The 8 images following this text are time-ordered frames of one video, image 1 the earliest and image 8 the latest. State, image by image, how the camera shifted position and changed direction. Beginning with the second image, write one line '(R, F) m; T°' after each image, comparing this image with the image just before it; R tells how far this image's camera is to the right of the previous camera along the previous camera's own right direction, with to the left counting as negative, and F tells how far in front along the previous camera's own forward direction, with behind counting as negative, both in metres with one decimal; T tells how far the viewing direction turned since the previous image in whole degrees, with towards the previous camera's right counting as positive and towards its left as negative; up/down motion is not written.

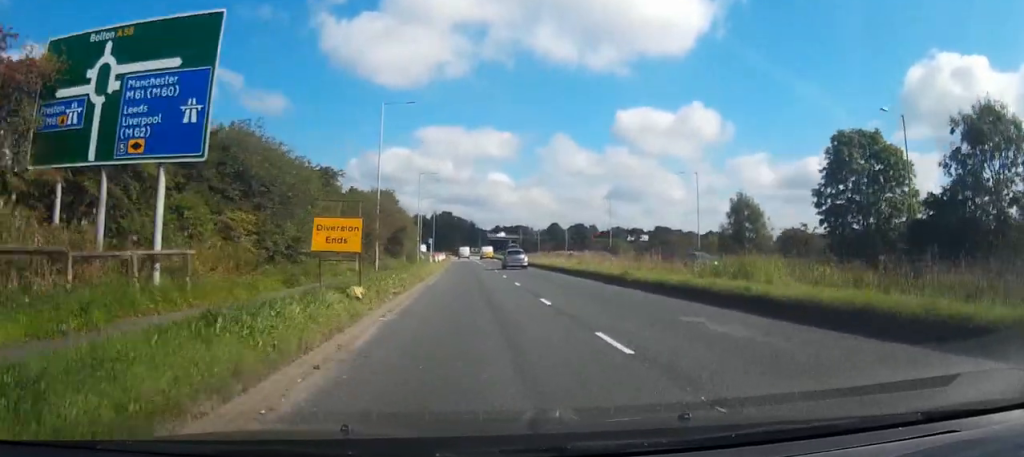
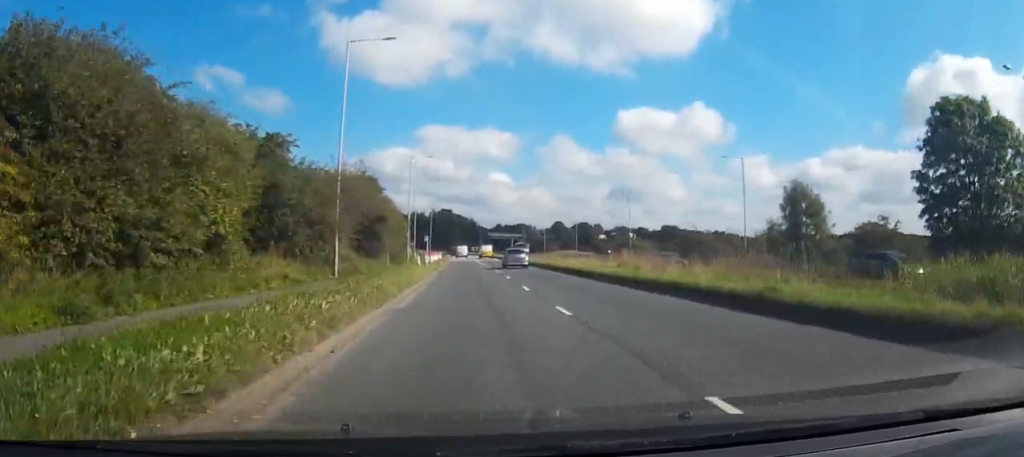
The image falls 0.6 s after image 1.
(-0.5, +11.7) m; 0°
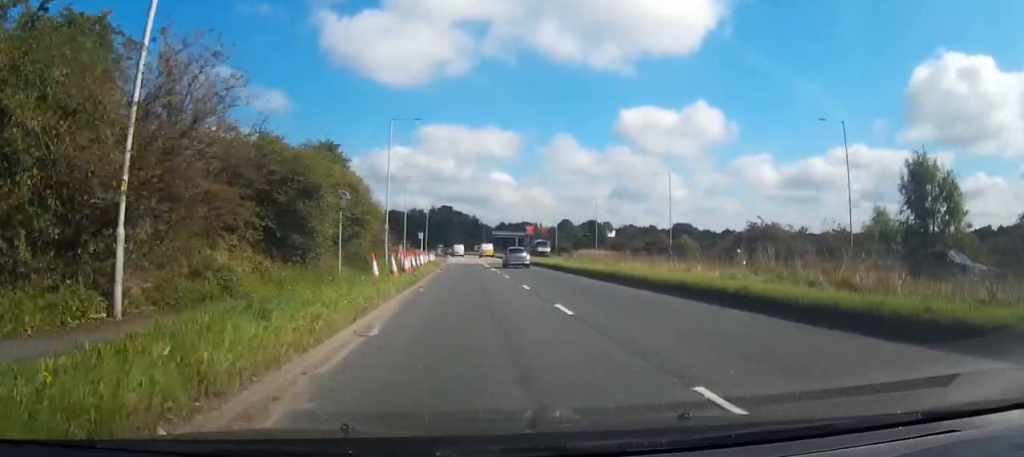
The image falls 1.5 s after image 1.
(+0.1, +16.7) m; 0°
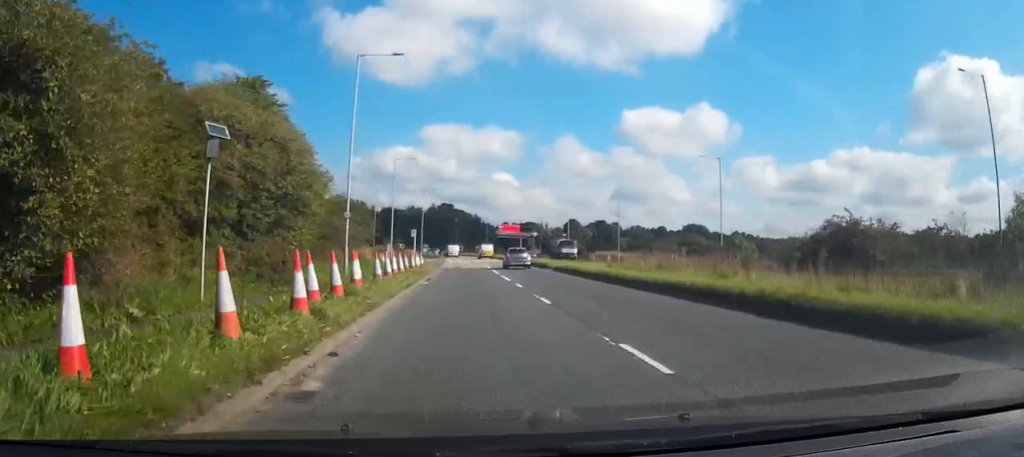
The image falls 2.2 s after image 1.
(+0.2, +14.0) m; 0°
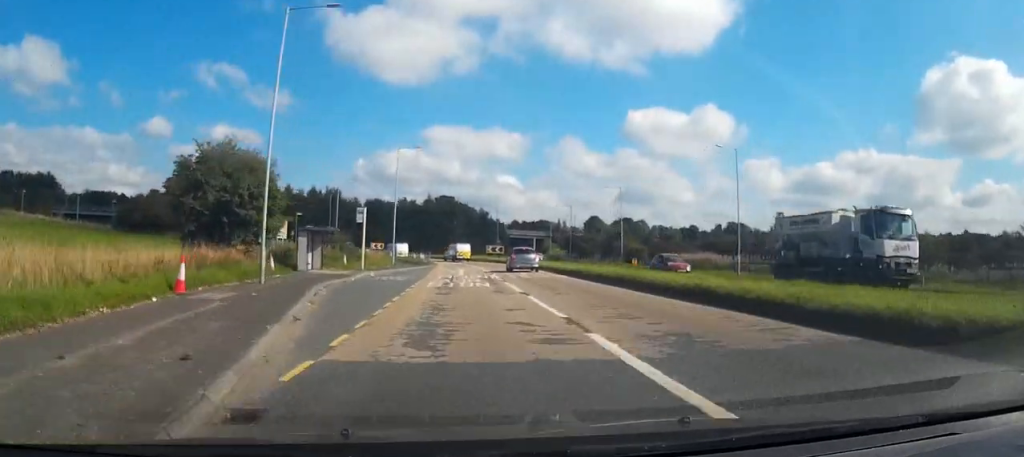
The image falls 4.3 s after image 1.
(-0.2, +38.4) m; 0°
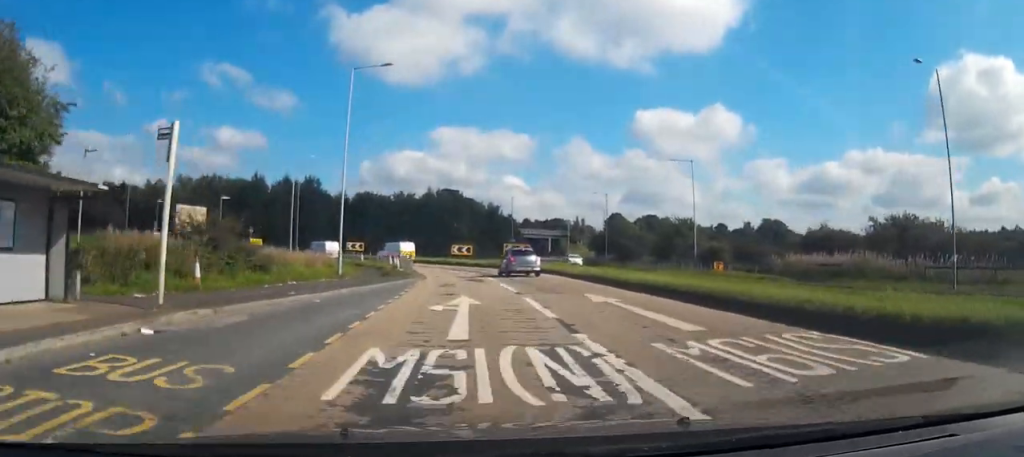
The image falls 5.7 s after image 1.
(-0.1, +24.8) m; -1°
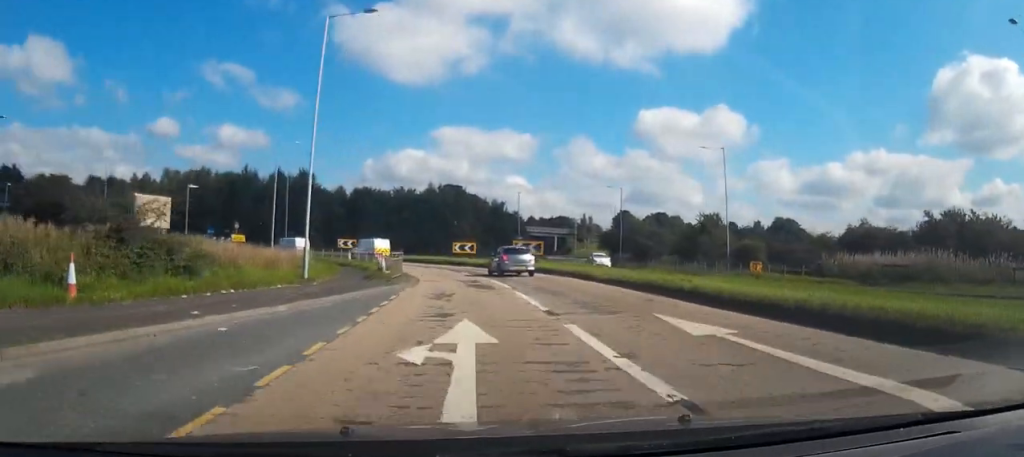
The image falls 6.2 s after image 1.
(0.0, +6.8) m; -1°
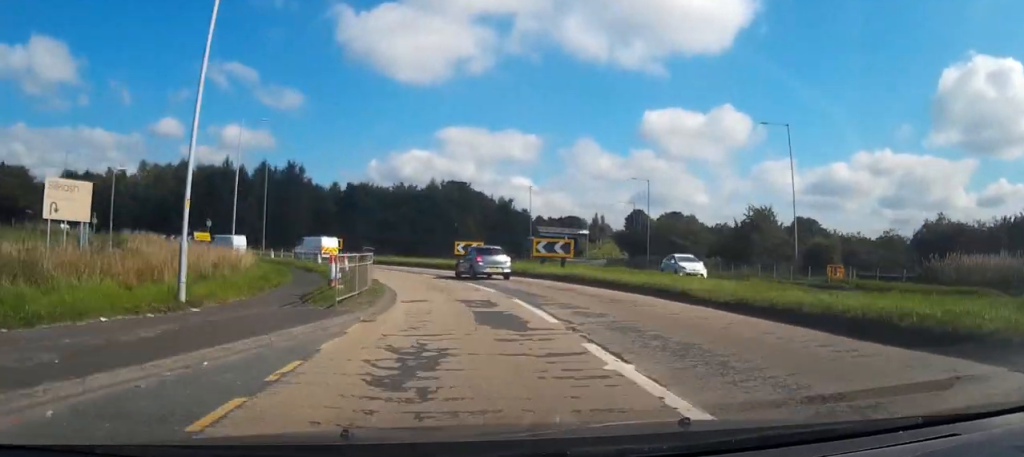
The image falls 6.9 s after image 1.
(-0.1, +10.6) m; -2°
